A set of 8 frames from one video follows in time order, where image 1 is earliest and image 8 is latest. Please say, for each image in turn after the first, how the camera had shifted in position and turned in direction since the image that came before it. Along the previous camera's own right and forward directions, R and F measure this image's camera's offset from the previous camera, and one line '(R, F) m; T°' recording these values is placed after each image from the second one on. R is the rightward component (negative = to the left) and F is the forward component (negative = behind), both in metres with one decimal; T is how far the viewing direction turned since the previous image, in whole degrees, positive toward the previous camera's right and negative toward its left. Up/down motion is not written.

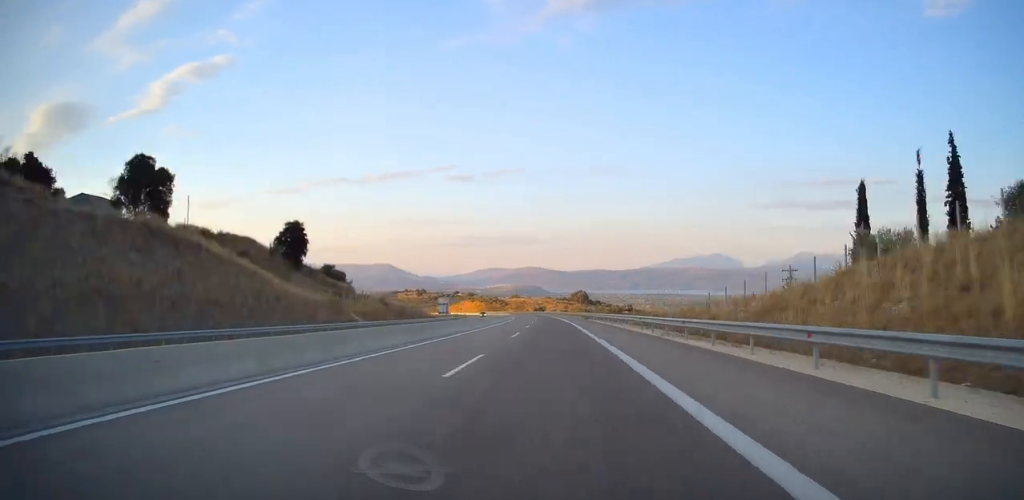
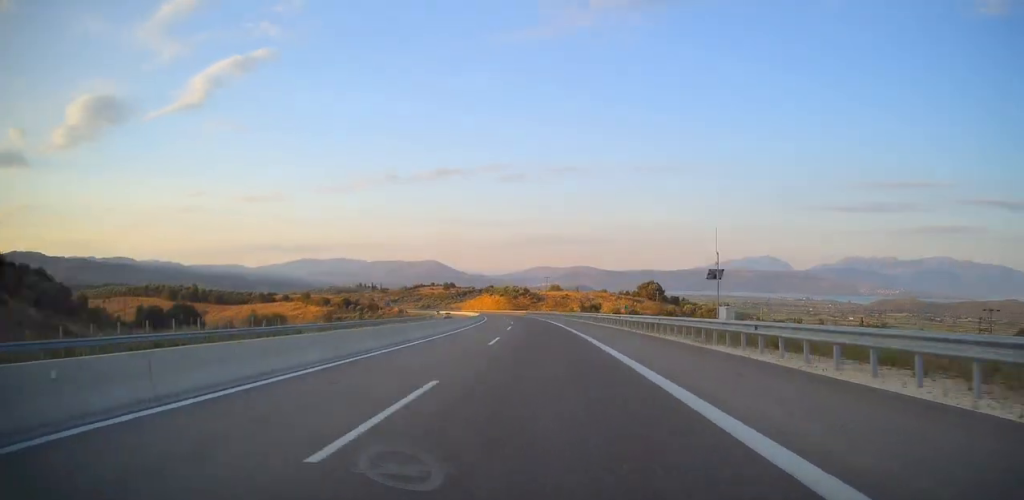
(-0.1, +153.2) m; -5°
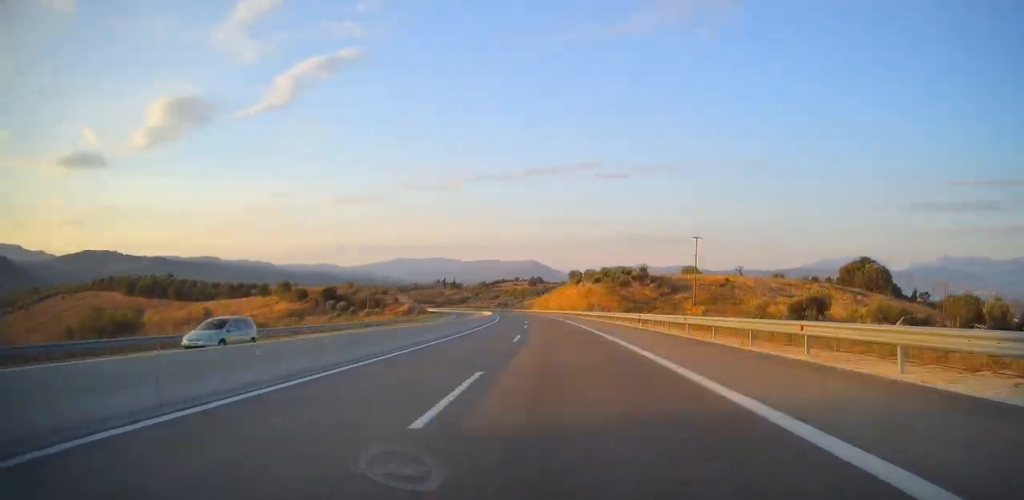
(-10.8, +146.8) m; -7°
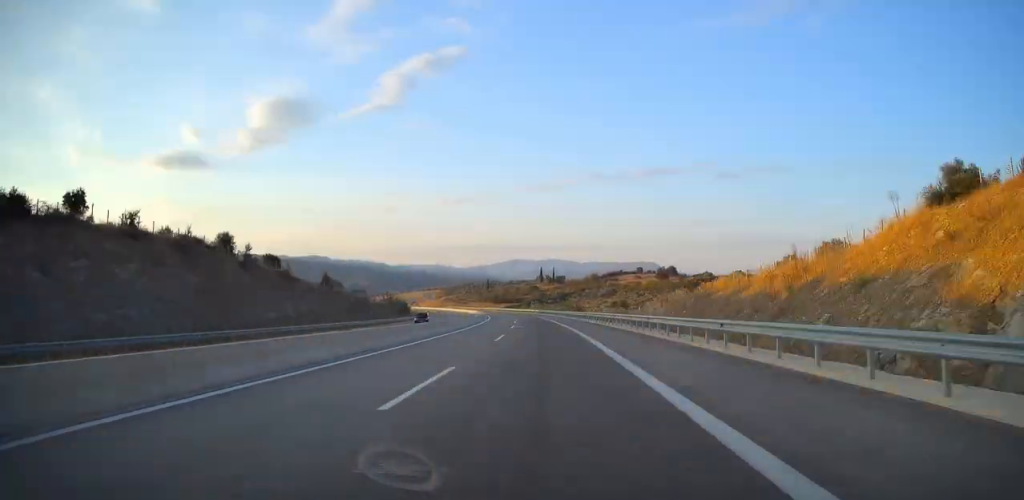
(-15.8, +195.4) m; -9°
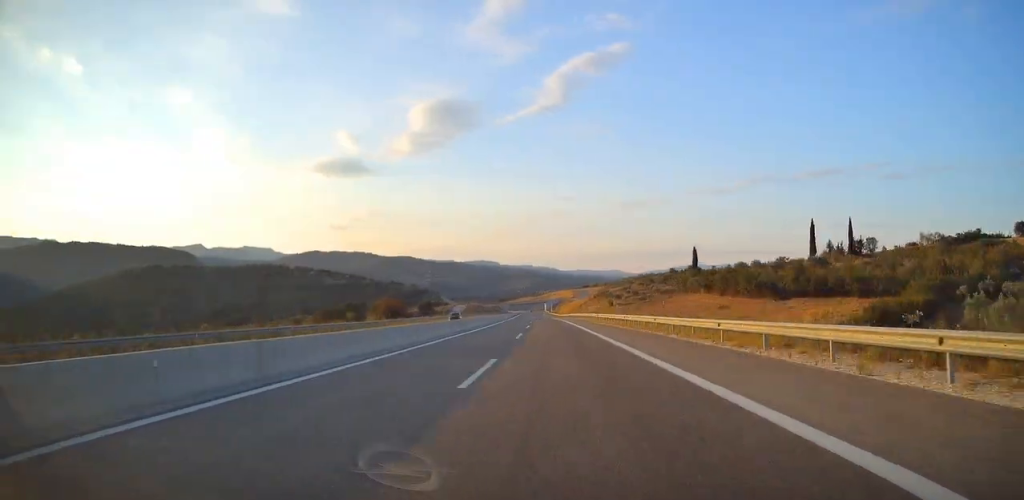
(-38.8, +299.6) m; -11°
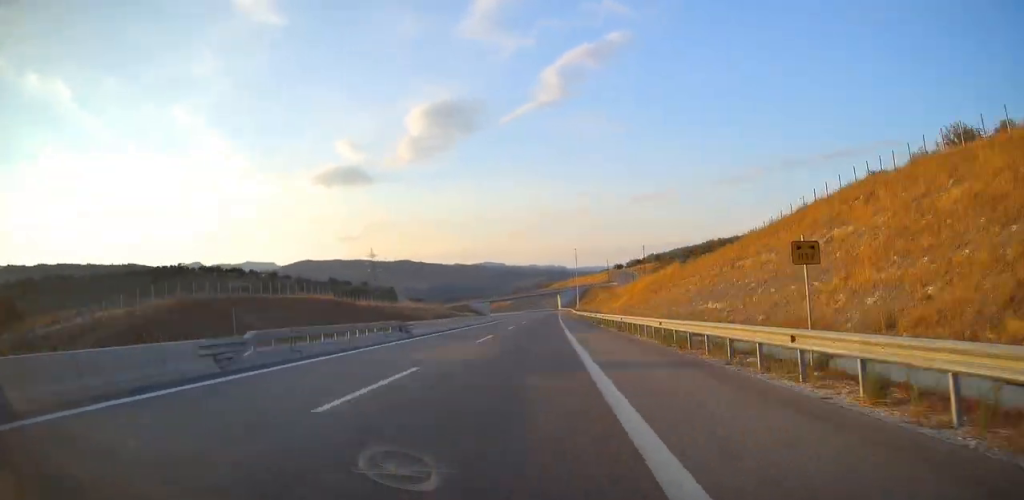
(-8.4, +222.6) m; -5°
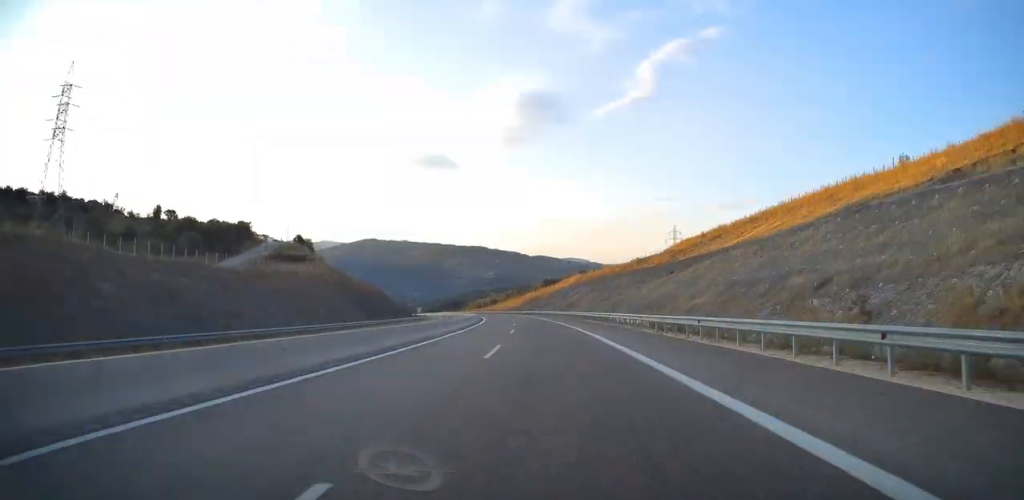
(-18.0, +277.5) m; -12°
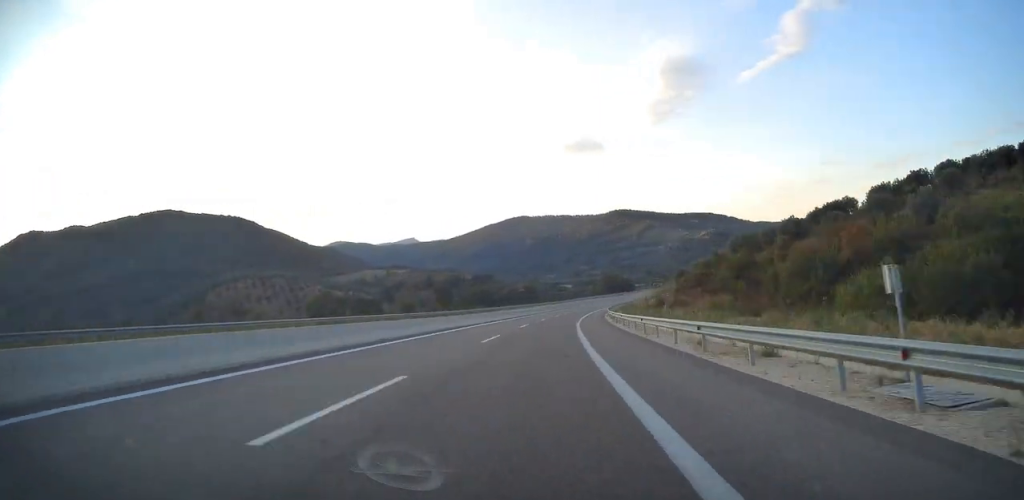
(-95.6, +611.6) m; +1°
